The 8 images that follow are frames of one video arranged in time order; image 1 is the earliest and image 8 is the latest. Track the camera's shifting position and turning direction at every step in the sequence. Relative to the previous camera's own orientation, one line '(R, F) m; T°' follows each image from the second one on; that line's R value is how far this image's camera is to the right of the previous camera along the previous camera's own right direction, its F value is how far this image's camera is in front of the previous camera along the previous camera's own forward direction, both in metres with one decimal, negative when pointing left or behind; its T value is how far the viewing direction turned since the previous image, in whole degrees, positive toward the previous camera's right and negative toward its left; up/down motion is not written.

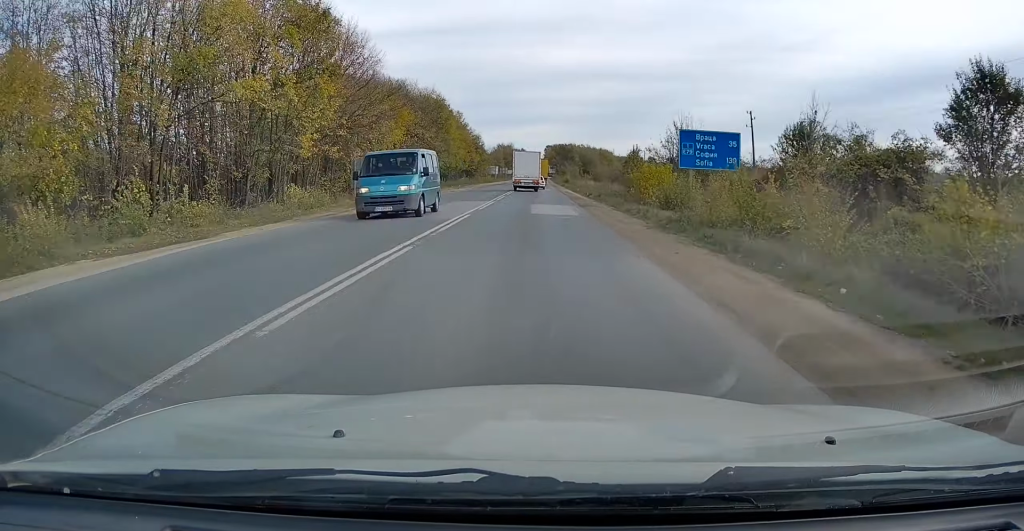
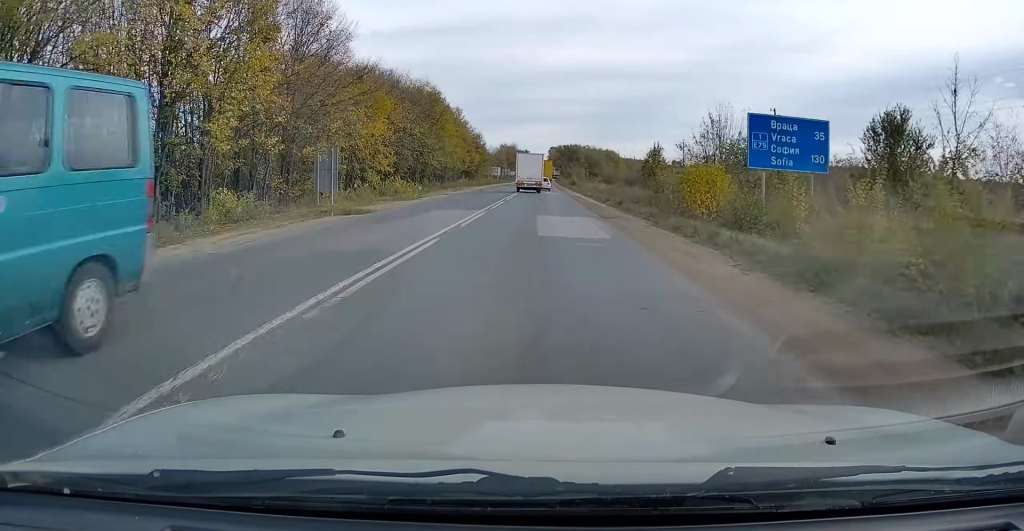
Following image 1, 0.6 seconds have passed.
(+0.1, +7.1) m; -1°
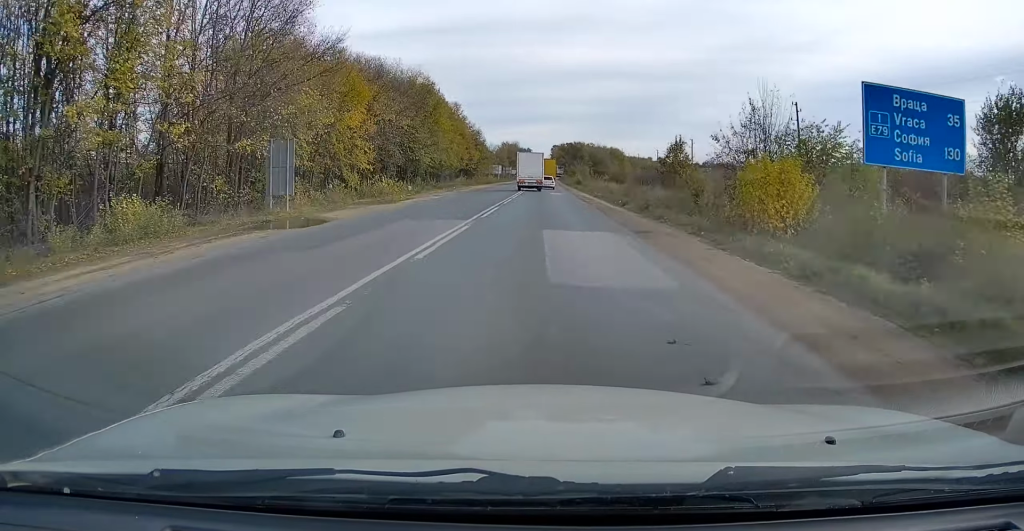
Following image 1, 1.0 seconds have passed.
(0.0, +6.0) m; -1°
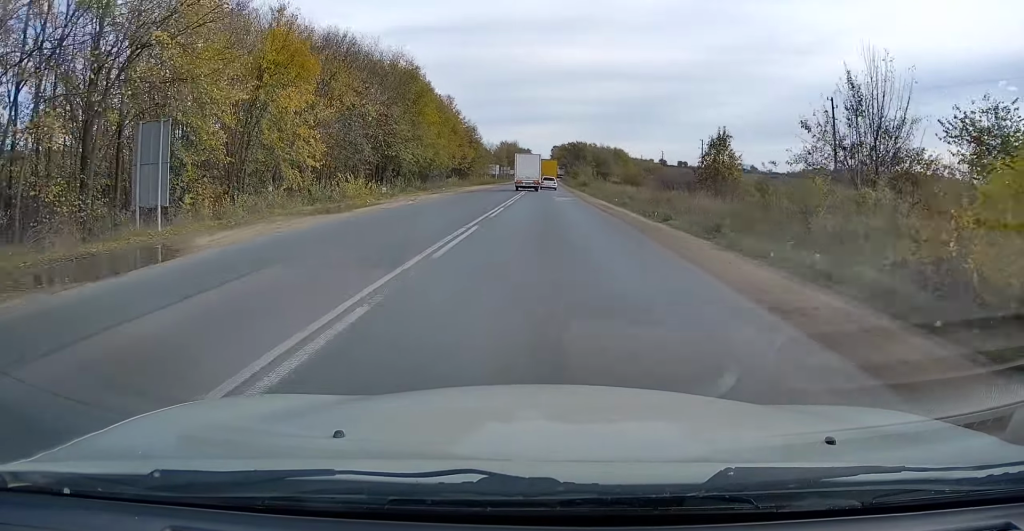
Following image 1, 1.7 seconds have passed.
(-0.1, +9.1) m; -2°
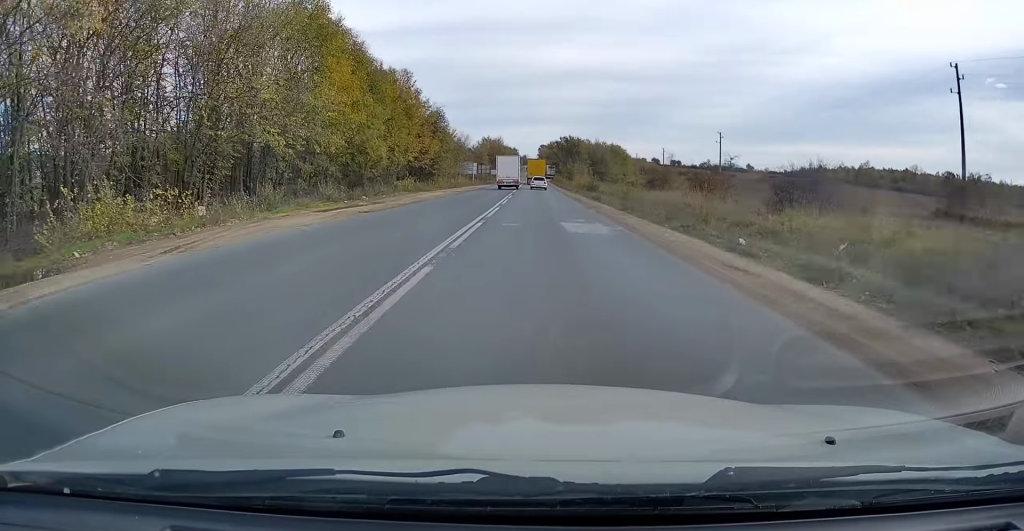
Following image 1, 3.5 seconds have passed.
(-0.2, +23.3) m; 0°
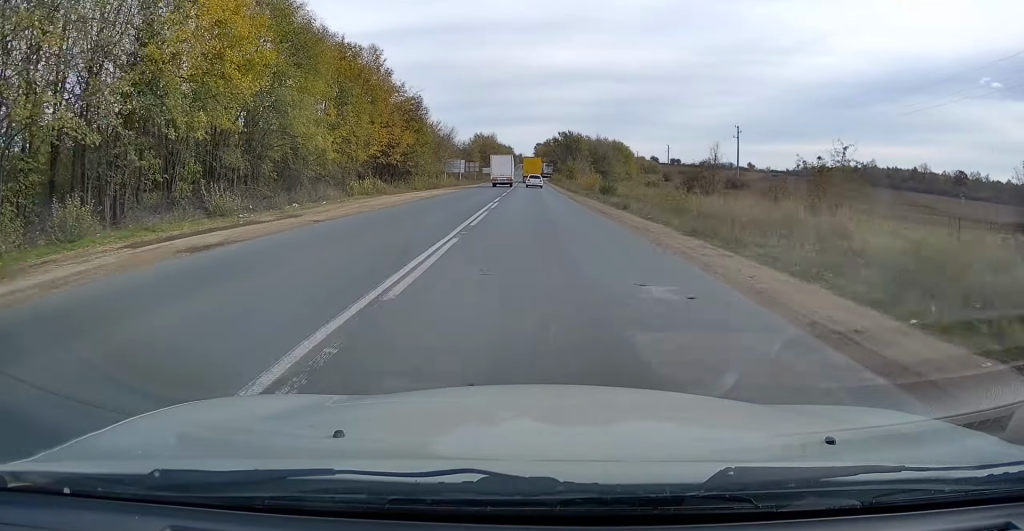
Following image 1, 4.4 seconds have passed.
(+0.2, +12.7) m; +1°
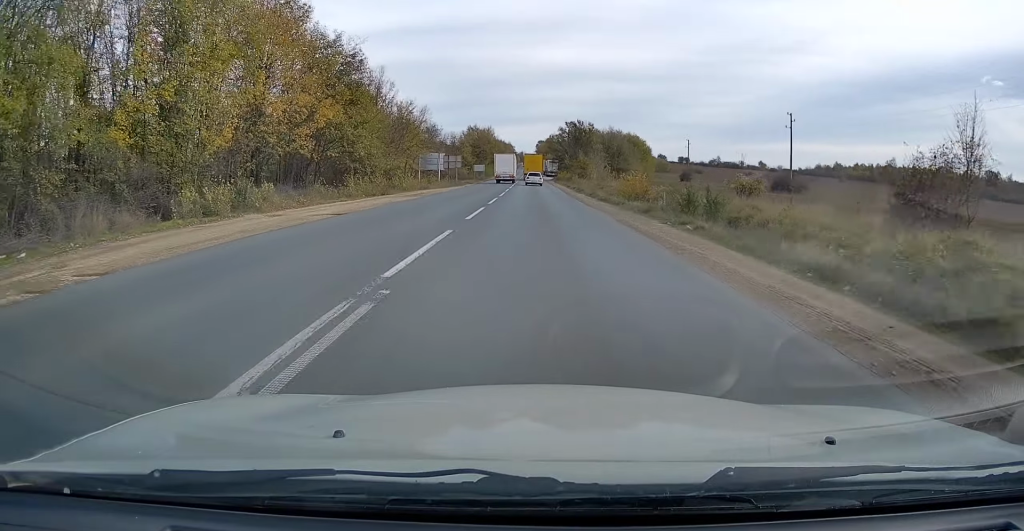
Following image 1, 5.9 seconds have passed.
(0.0, +22.3) m; +1°
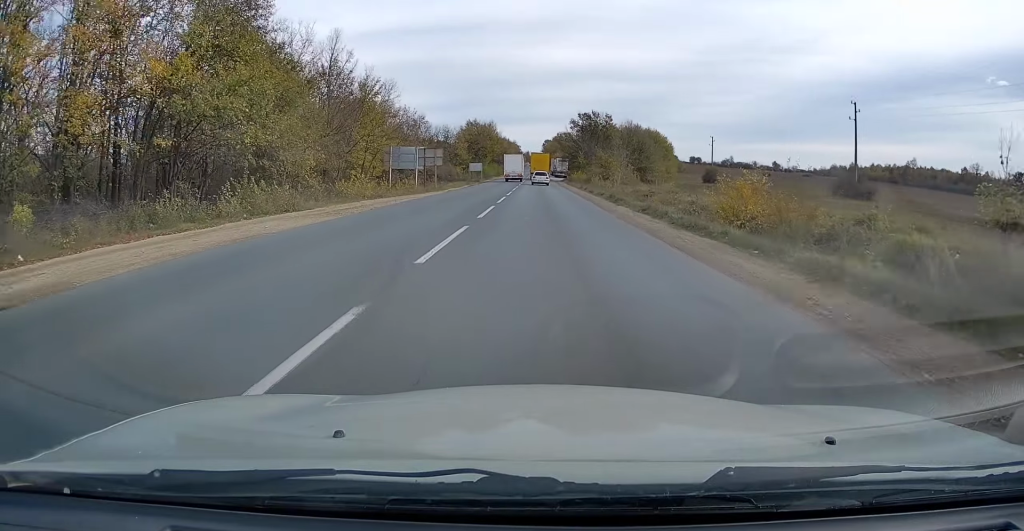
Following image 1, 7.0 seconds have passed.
(+0.3, +17.5) m; +1°
